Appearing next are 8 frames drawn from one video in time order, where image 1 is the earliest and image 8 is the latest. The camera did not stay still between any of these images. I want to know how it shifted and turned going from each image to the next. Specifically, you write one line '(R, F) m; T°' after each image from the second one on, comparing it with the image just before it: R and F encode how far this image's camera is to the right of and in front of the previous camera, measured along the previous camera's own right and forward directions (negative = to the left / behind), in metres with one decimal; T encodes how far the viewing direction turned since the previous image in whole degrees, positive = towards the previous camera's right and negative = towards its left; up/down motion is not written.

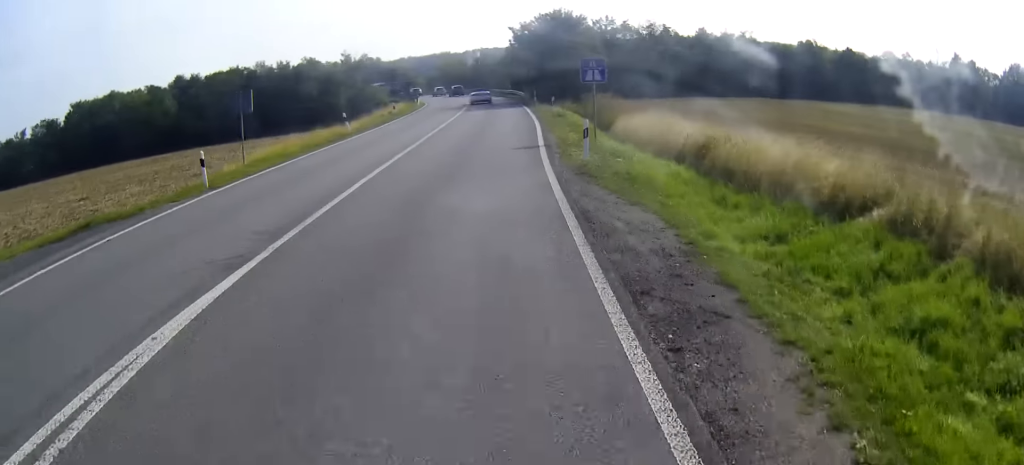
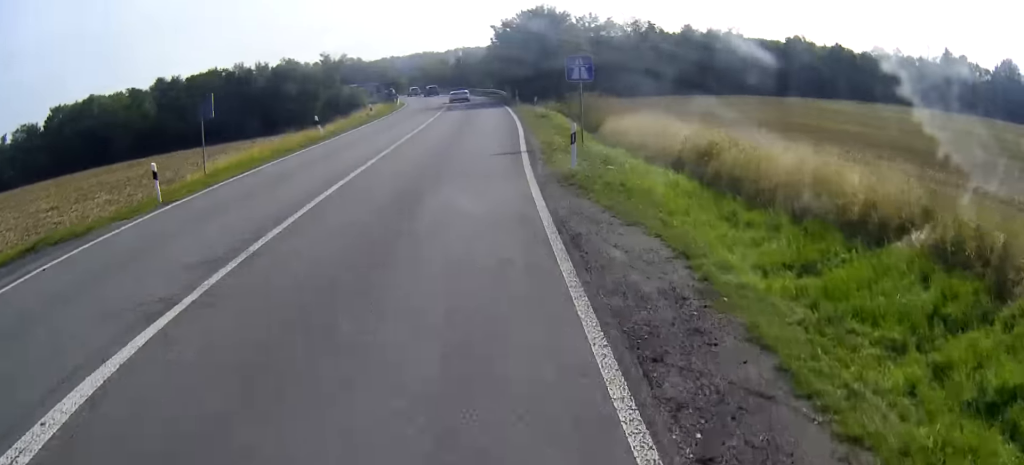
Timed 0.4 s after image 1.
(0.0, +2.2) m; +1°
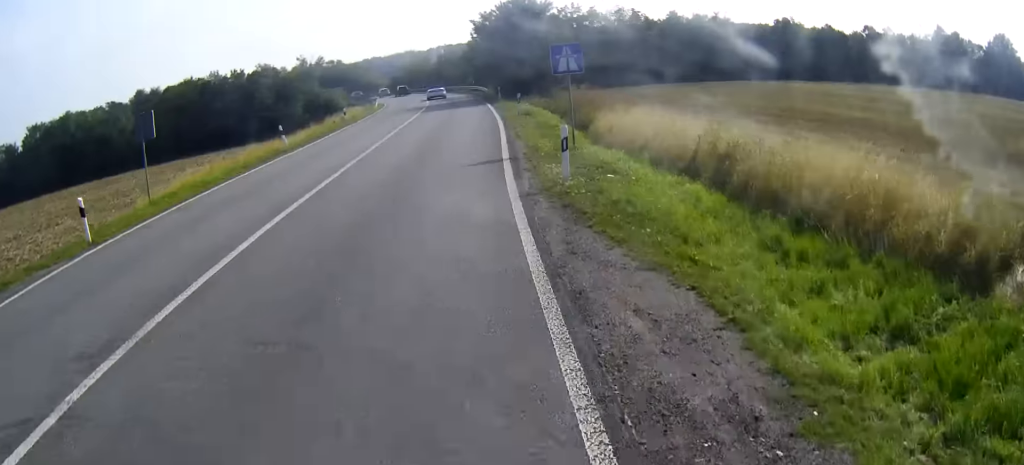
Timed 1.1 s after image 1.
(0.0, +3.6) m; +2°
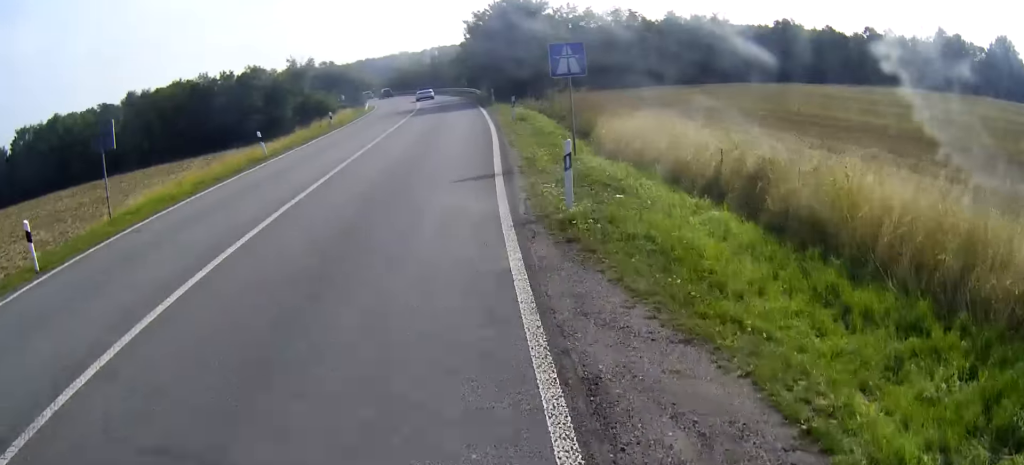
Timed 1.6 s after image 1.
(0.0, +2.5) m; +2°
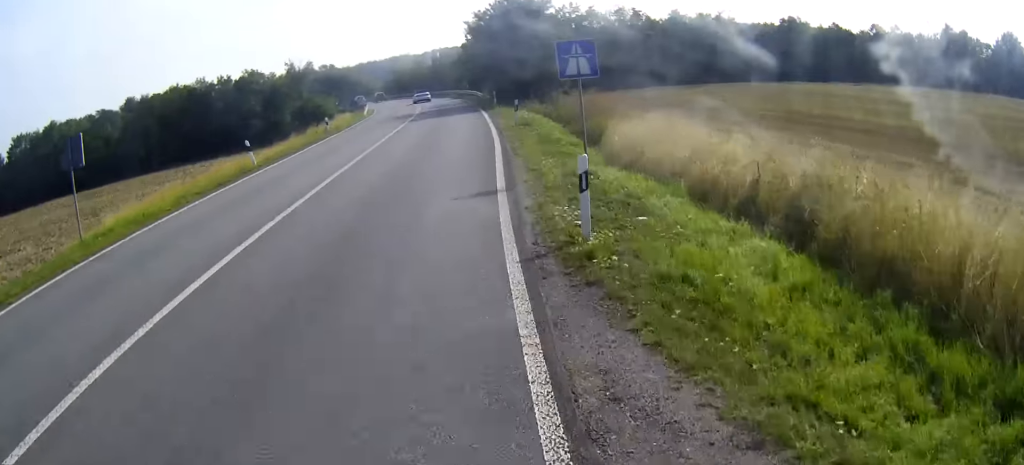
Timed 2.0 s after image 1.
(+0.1, +2.2) m; +1°
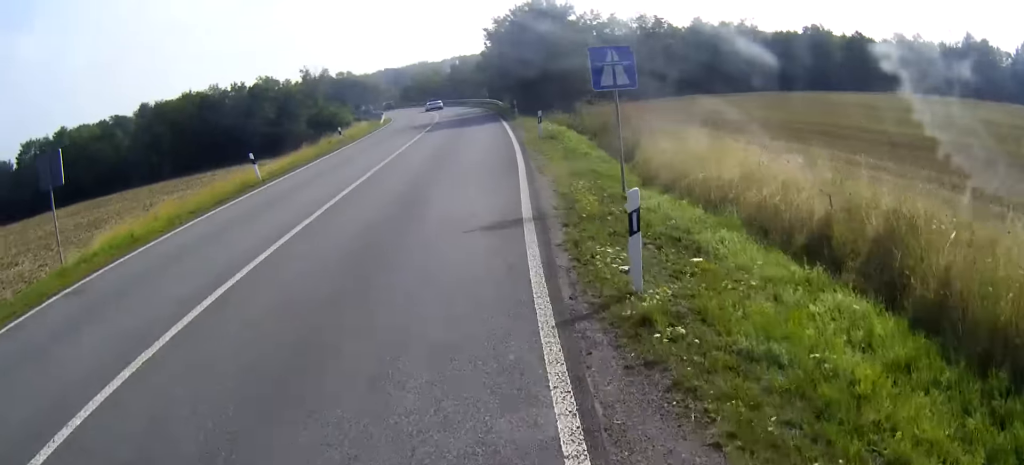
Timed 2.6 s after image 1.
(+0.1, +2.4) m; +1°
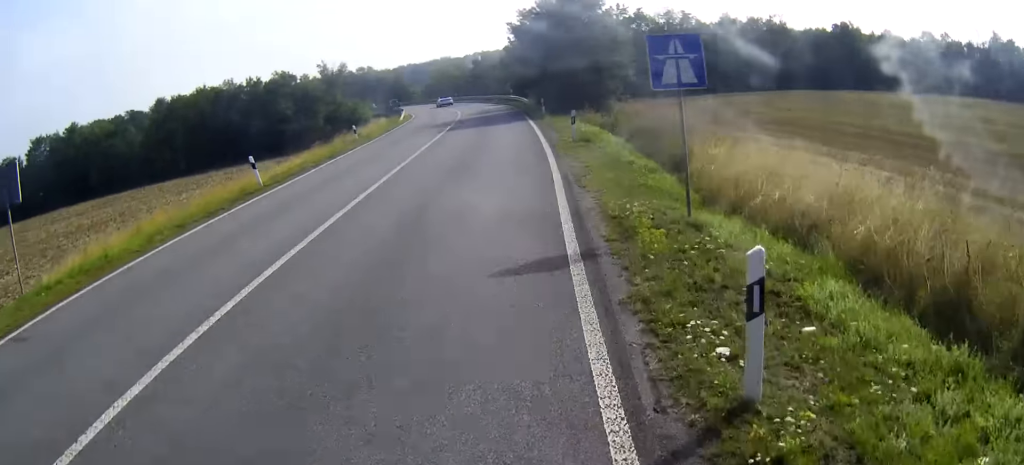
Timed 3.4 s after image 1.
(-0.1, +3.4) m; -3°
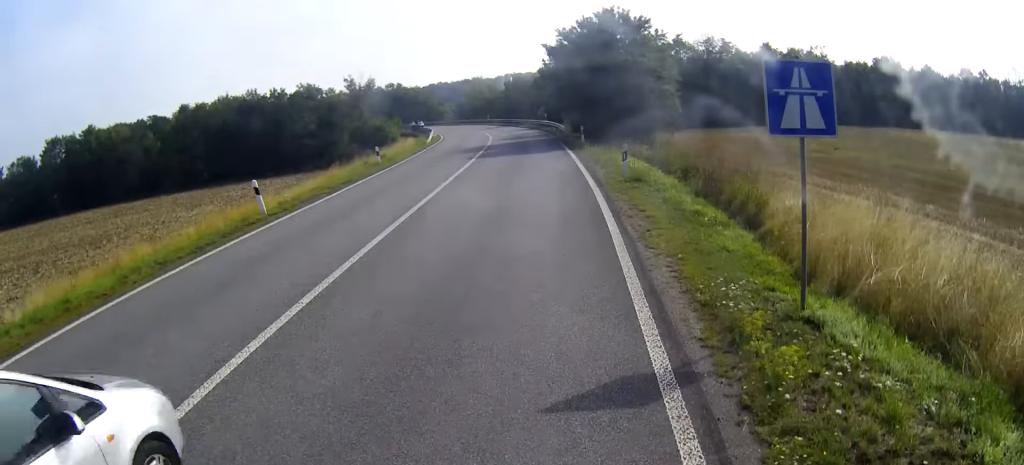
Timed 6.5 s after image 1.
(-0.2, +5.9) m; -3°
